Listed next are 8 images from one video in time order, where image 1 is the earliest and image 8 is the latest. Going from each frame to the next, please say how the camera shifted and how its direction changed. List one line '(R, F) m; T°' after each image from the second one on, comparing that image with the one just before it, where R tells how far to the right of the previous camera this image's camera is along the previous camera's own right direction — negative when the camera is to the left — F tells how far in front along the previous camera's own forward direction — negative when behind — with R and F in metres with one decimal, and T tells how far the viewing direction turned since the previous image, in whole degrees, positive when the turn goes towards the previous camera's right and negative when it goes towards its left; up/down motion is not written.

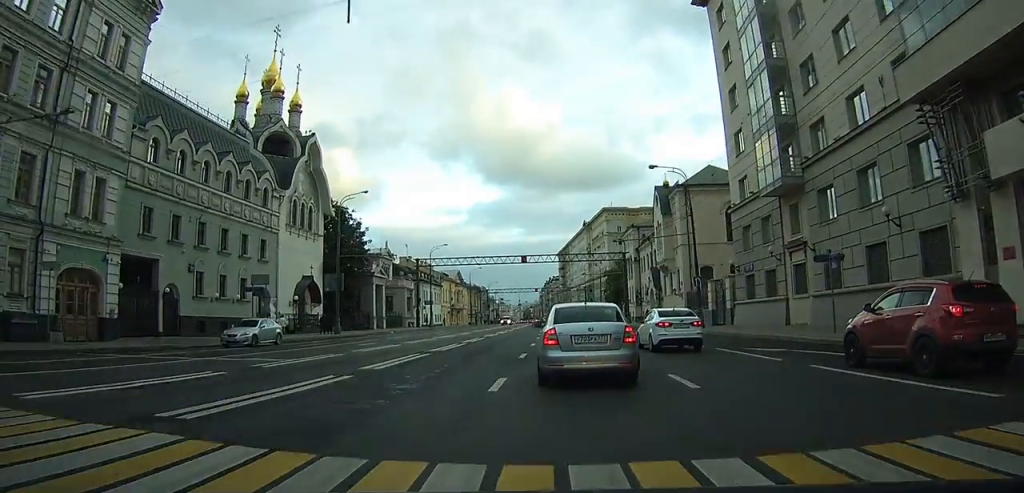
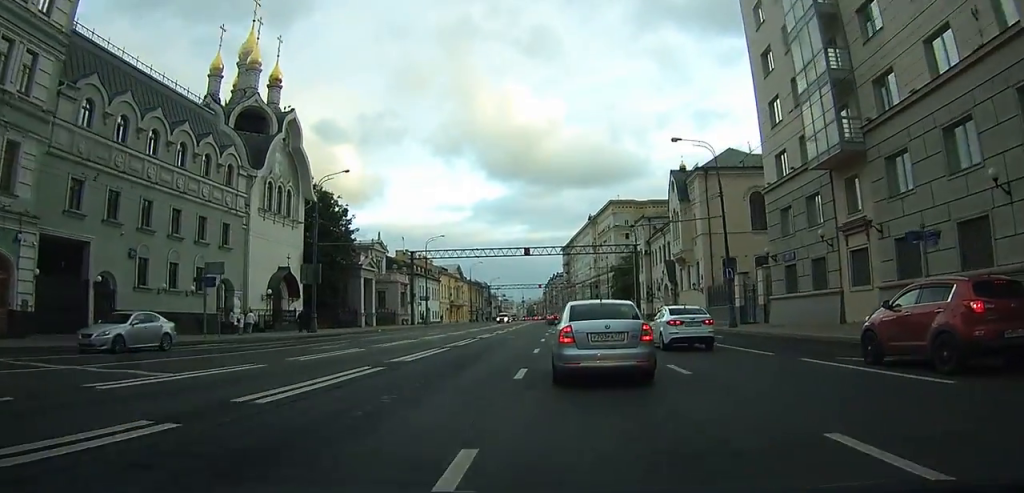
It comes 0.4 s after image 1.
(+0.1, +5.9) m; 0°
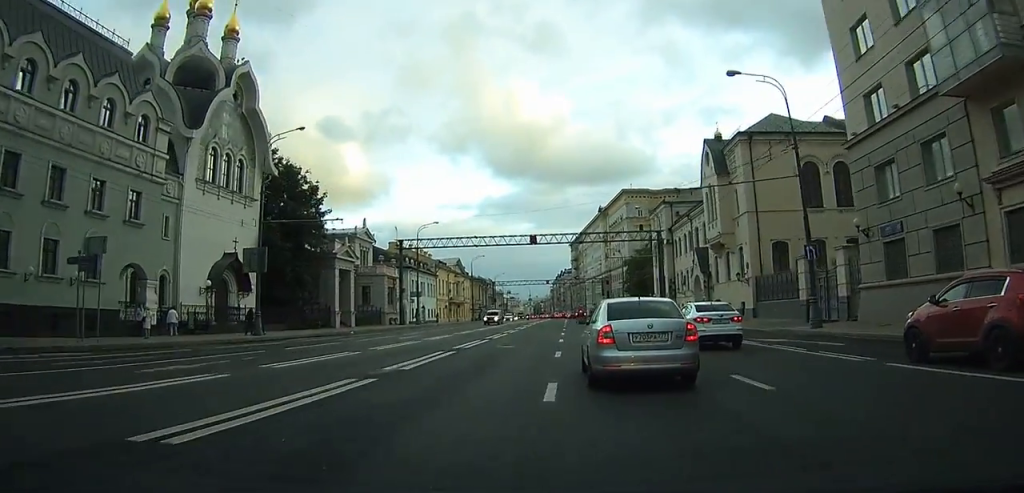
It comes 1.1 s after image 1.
(0.0, +9.8) m; 0°
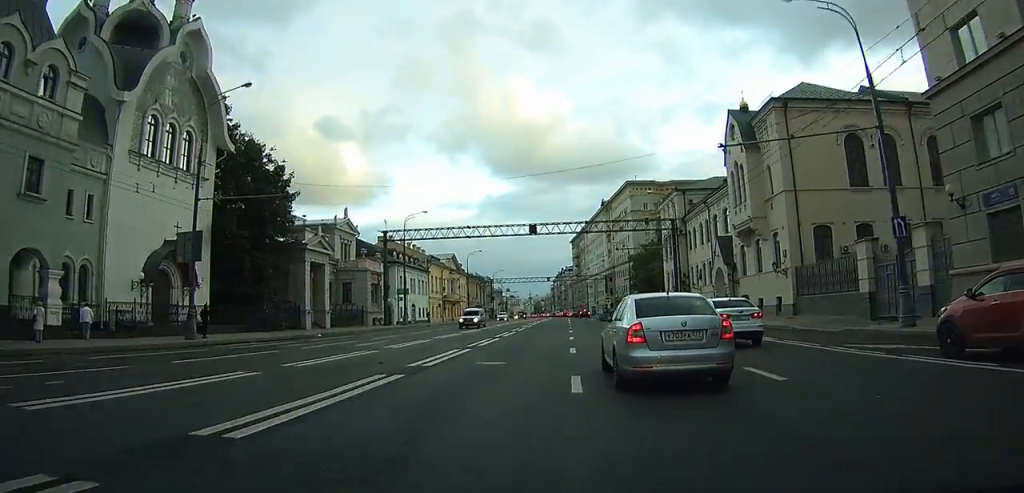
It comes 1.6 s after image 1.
(-0.1, +6.7) m; 0°
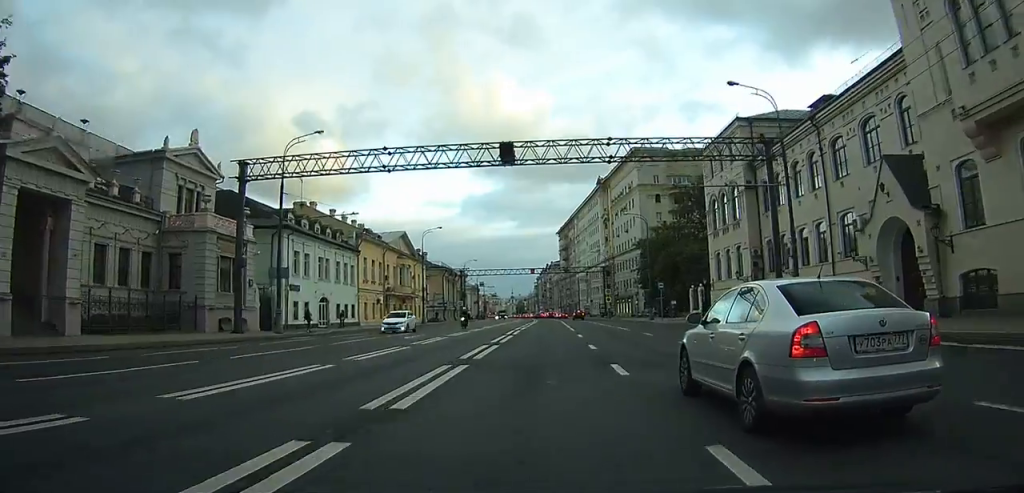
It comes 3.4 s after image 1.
(-0.1, +27.1) m; 0°
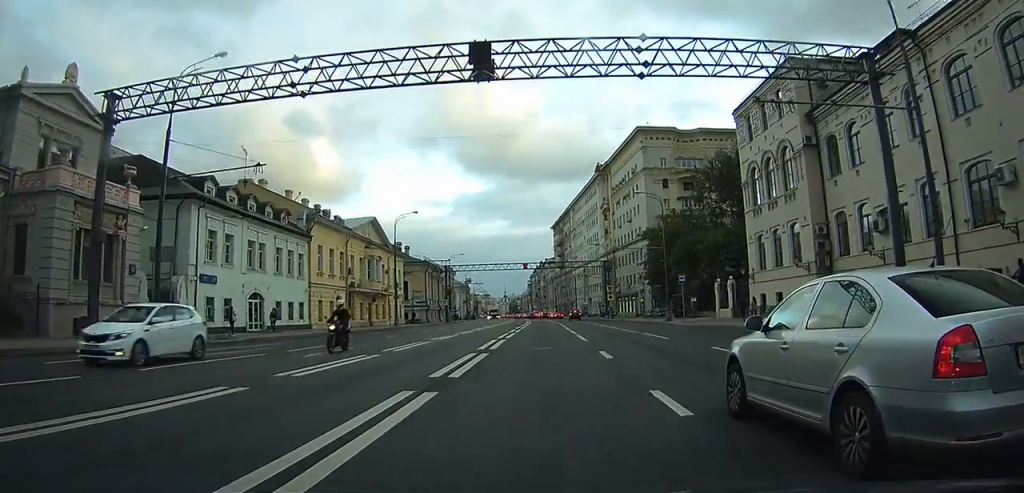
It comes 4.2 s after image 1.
(+0.1, +11.6) m; +1°
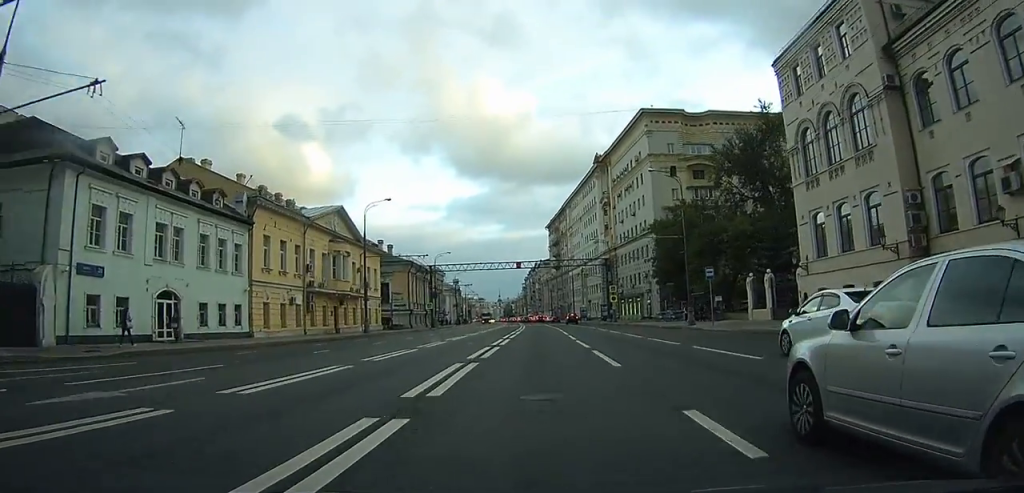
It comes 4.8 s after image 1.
(+0.1, +9.7) m; +1°
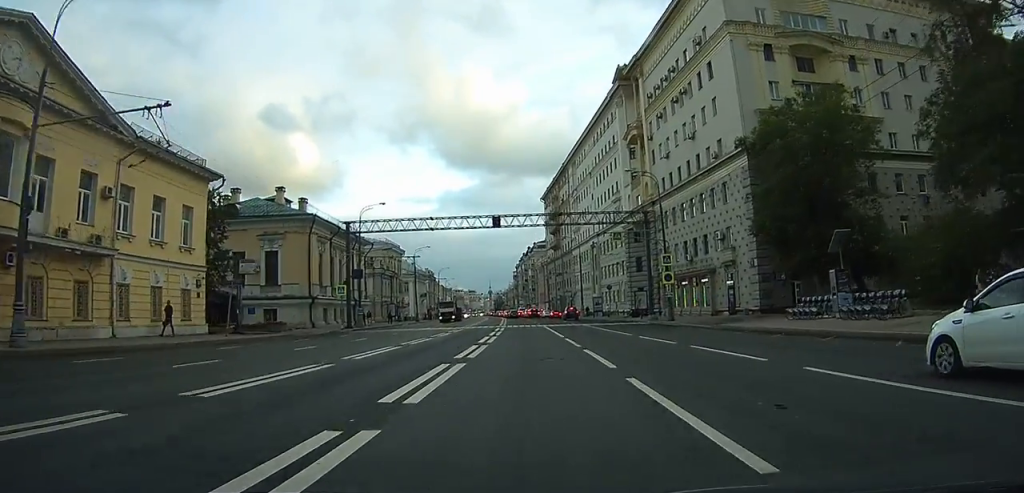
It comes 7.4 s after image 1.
(+0.3, +38.8) m; 0°
